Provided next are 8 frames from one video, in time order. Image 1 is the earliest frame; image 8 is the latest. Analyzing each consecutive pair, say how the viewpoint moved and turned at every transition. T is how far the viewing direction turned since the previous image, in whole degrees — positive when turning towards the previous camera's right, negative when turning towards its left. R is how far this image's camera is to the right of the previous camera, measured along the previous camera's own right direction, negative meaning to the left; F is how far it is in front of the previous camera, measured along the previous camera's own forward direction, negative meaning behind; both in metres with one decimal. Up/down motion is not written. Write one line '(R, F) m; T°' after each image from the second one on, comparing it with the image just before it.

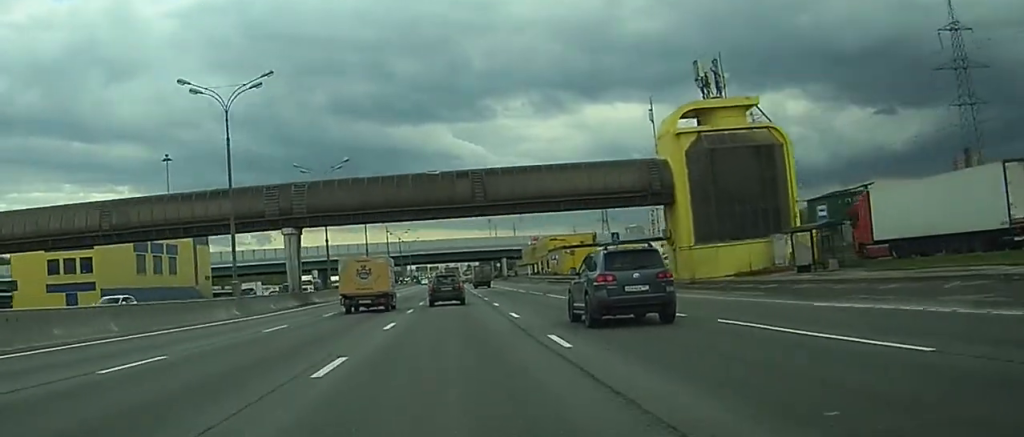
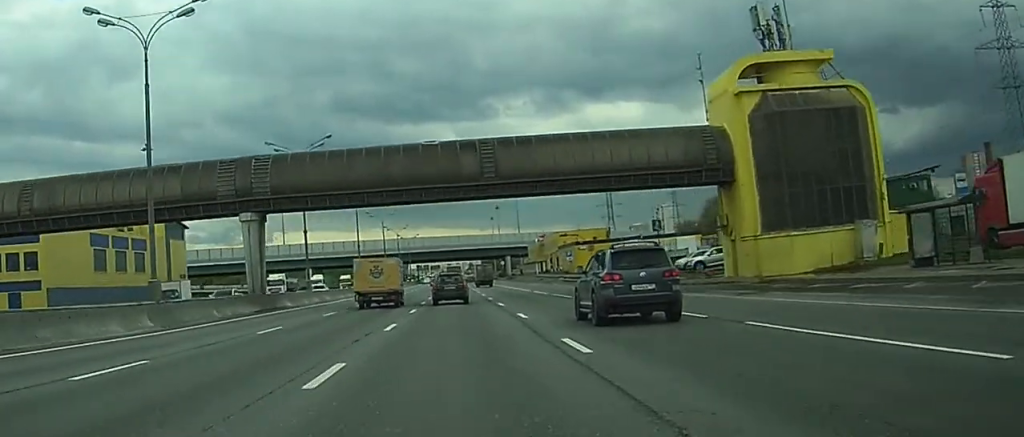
(0.0, +13.4) m; 0°
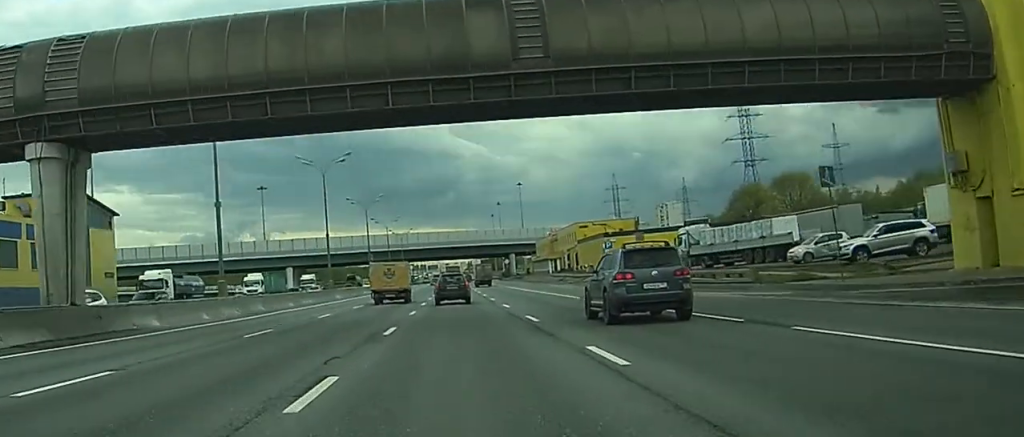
(0.0, +25.6) m; -1°
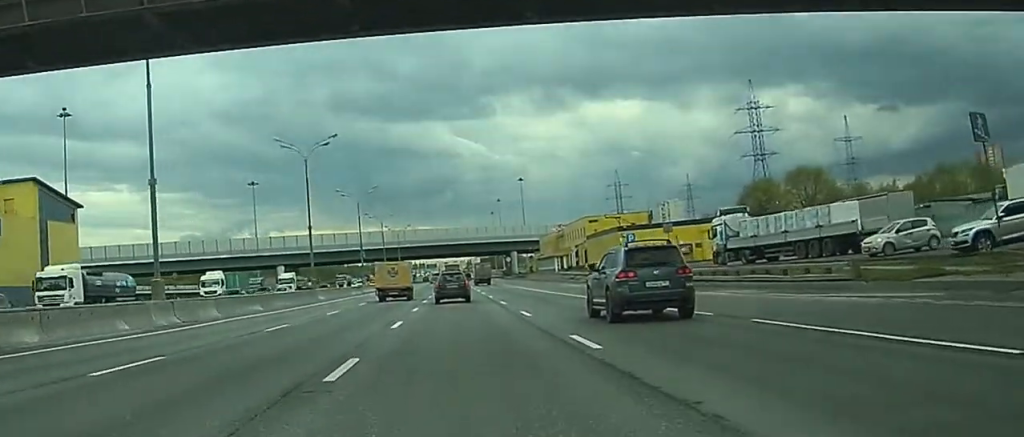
(+0.1, +9.5) m; 0°
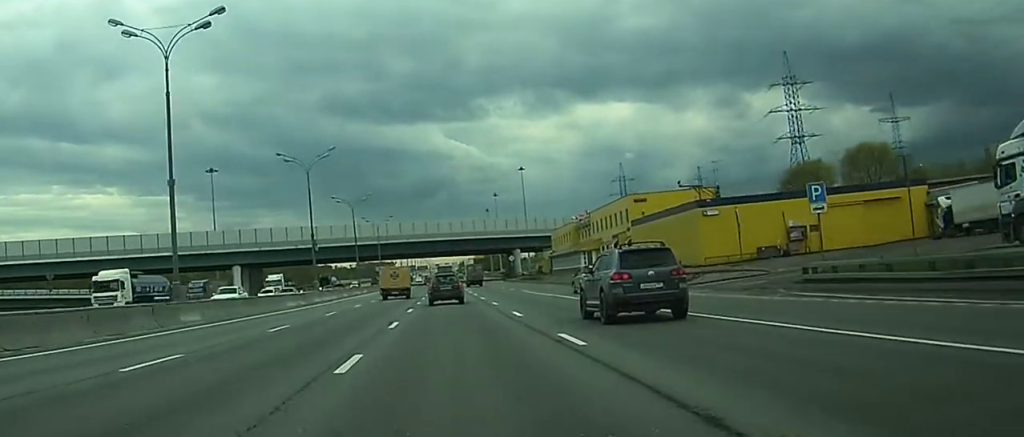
(-0.6, +33.7) m; -1°
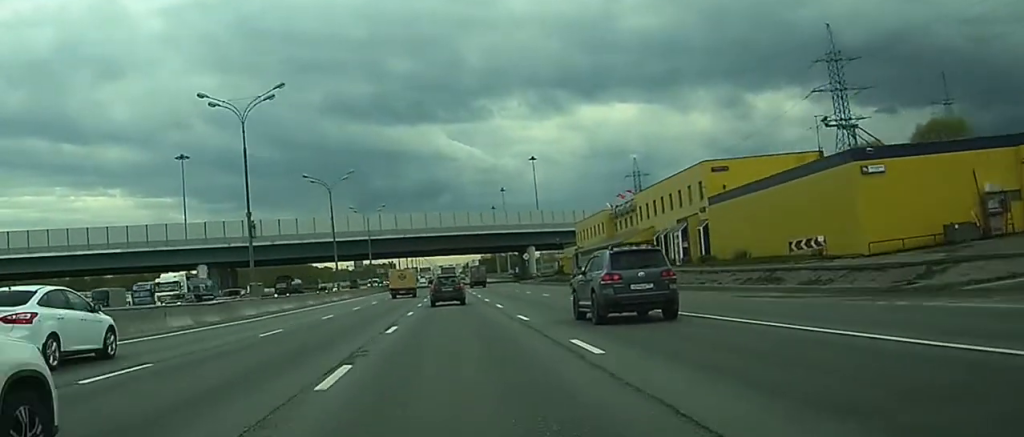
(0.0, +25.2) m; +1°
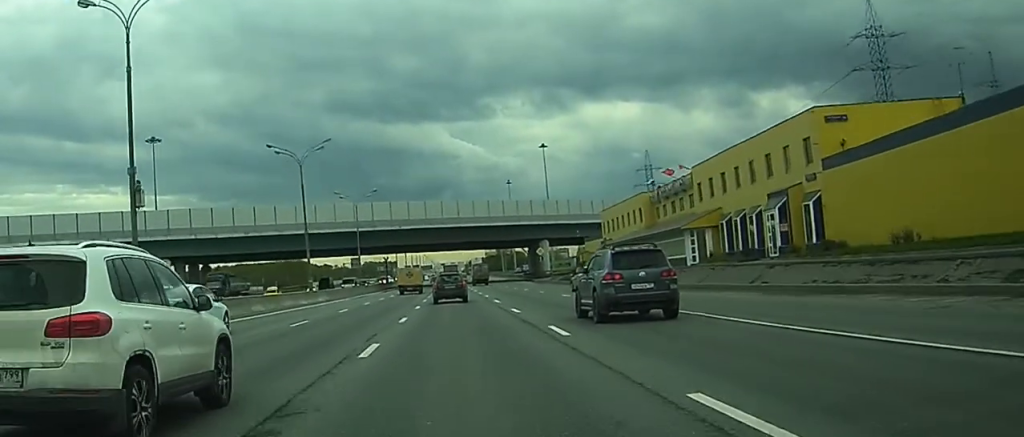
(+0.4, +19.7) m; +2°
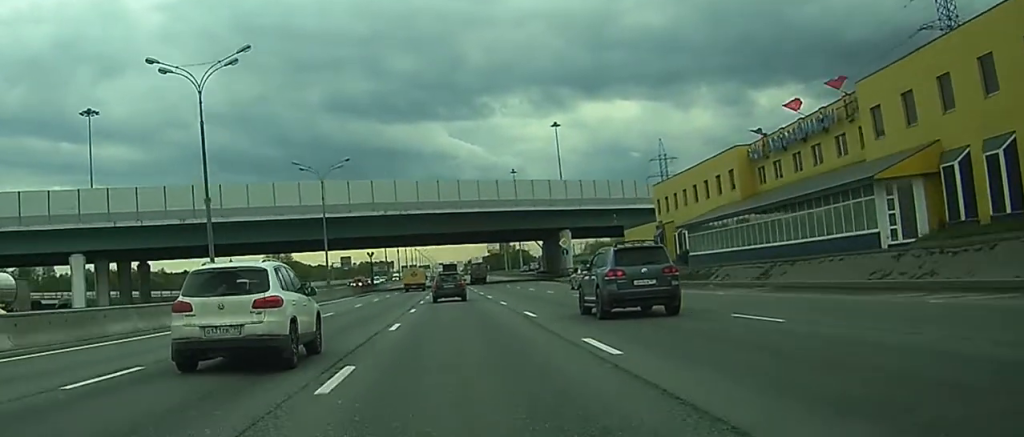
(+0.7, +29.6) m; +2°
